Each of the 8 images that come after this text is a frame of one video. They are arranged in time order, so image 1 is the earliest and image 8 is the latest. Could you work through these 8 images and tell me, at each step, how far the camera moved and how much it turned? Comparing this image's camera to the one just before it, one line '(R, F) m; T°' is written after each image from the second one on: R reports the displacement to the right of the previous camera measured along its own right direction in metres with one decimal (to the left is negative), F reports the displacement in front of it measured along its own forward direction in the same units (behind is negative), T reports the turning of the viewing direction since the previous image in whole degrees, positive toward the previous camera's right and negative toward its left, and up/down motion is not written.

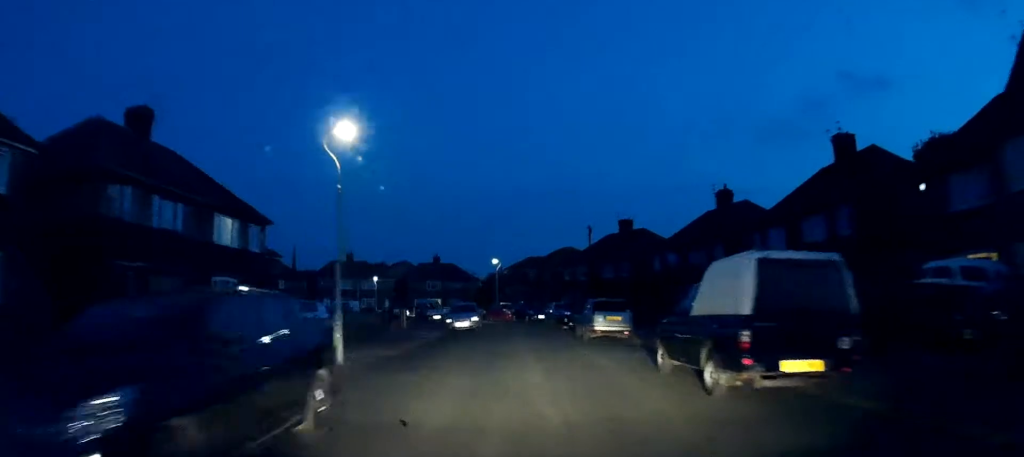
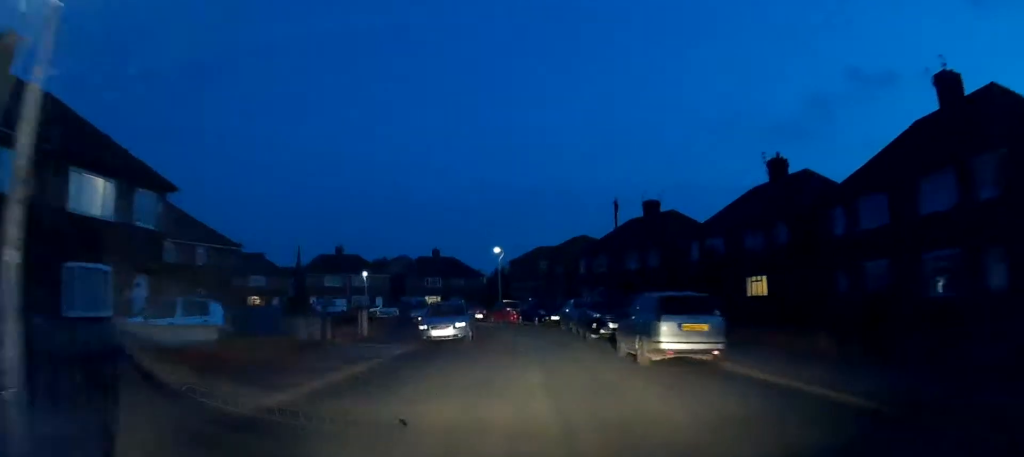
(-0.1, +9.7) m; -2°
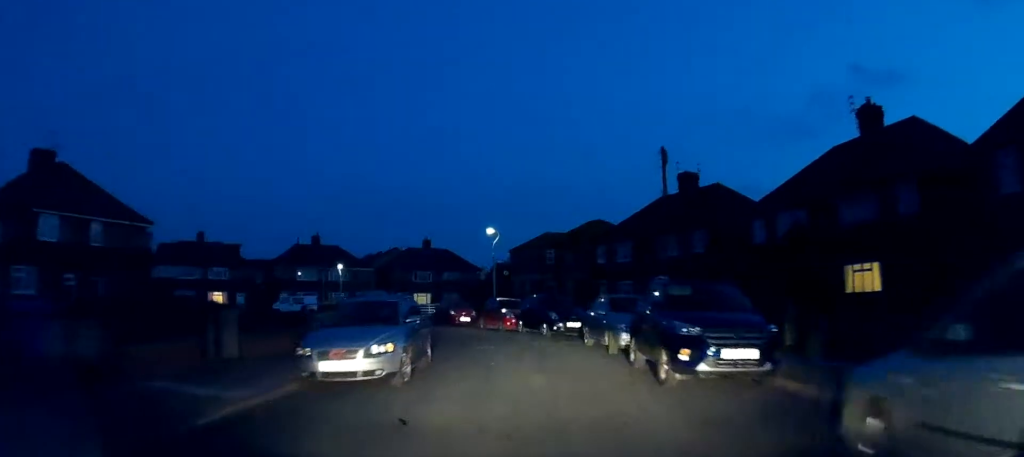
(-0.1, +11.6) m; 0°
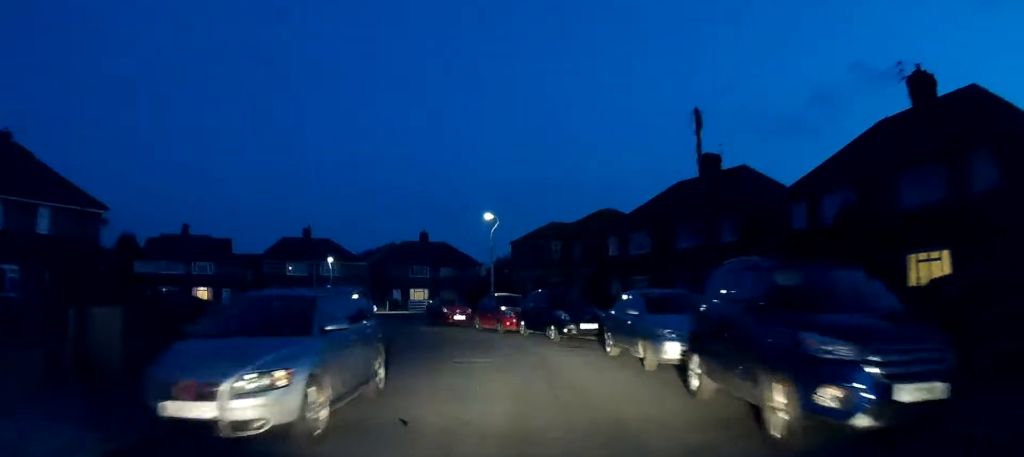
(+0.1, +4.4) m; 0°
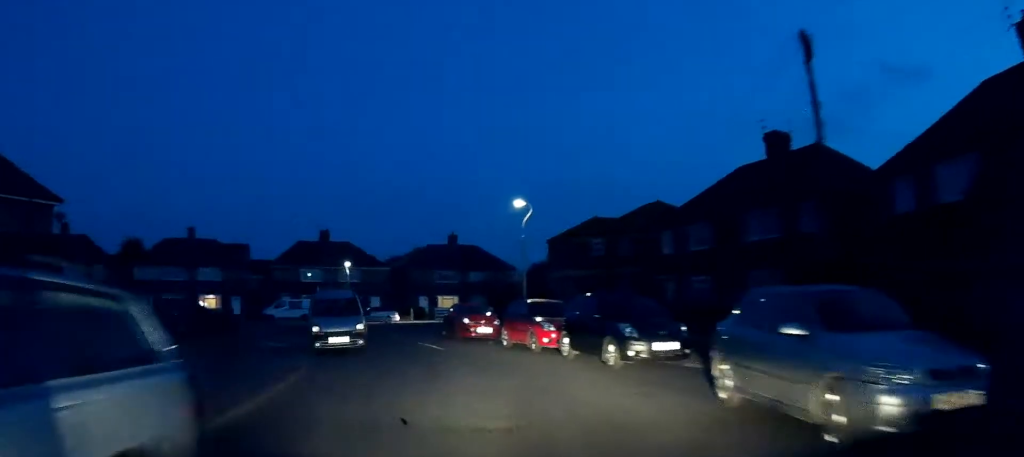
(-0.1, +6.0) m; -2°
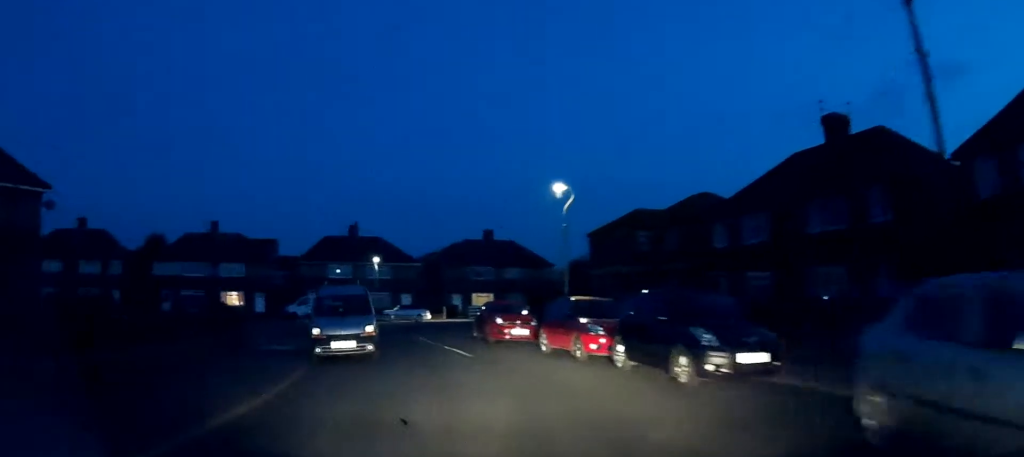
(0.0, +2.9) m; -2°
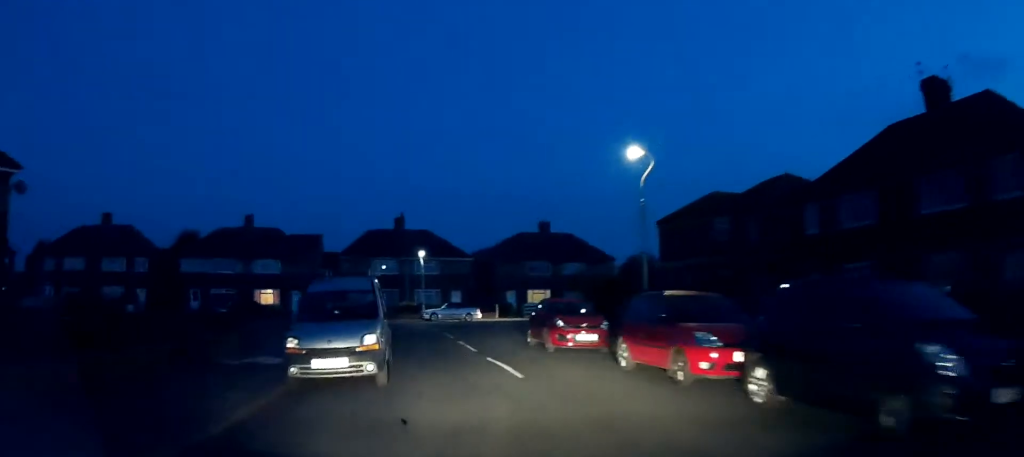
(-0.2, +4.6) m; -4°
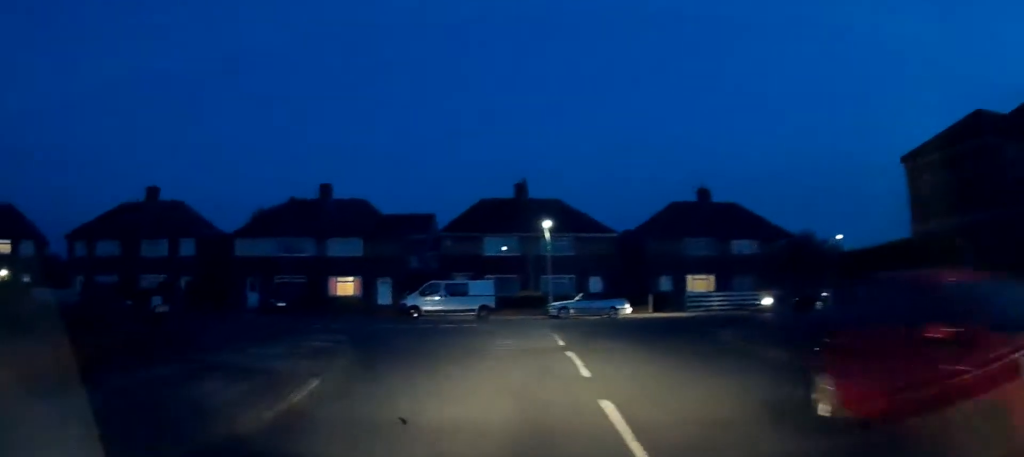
(-1.7, +13.6) m; -14°
